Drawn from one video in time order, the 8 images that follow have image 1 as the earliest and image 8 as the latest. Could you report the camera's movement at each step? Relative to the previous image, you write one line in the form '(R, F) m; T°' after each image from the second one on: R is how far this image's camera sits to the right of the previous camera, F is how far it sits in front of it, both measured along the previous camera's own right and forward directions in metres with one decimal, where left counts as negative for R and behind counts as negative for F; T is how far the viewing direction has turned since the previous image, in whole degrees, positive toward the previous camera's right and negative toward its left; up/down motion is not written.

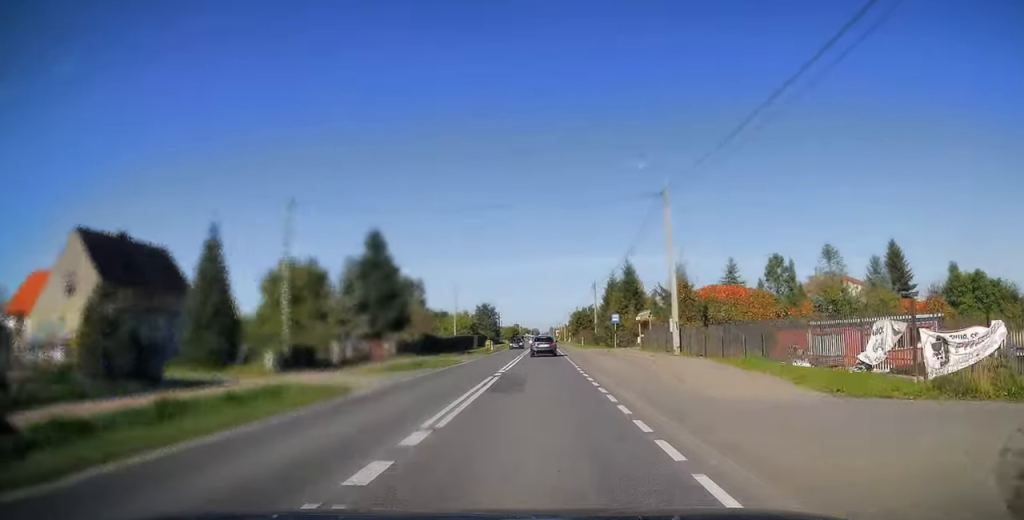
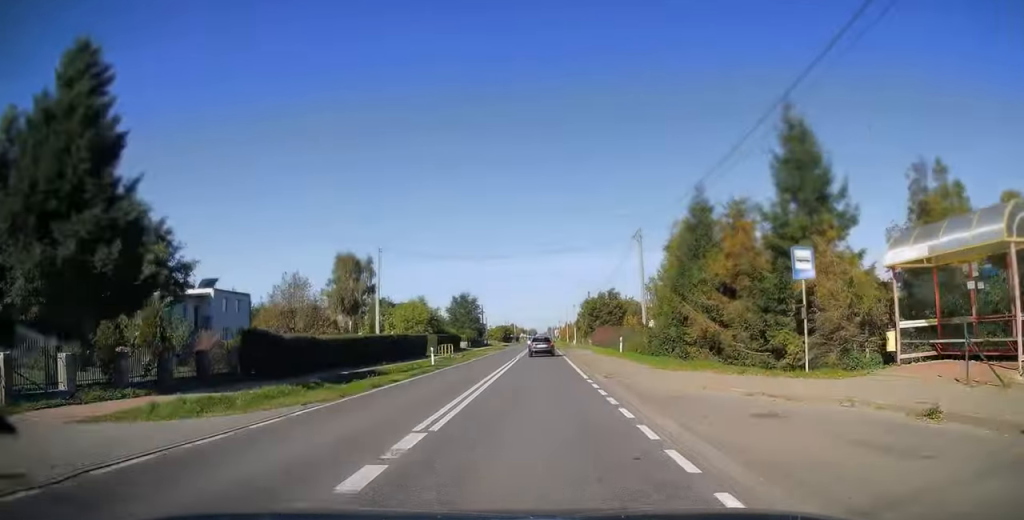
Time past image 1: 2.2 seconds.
(+0.1, +37.6) m; 0°
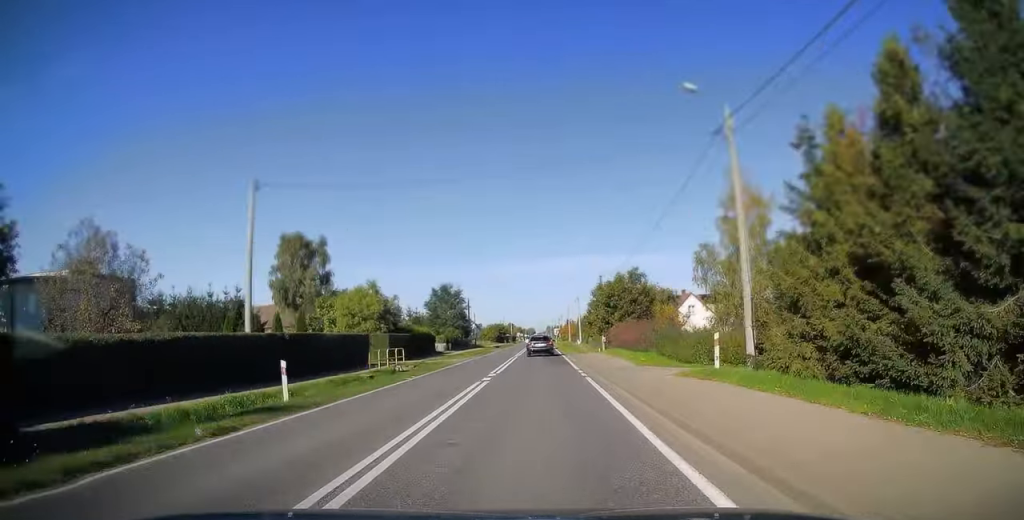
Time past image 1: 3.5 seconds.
(0.0, +20.4) m; 0°
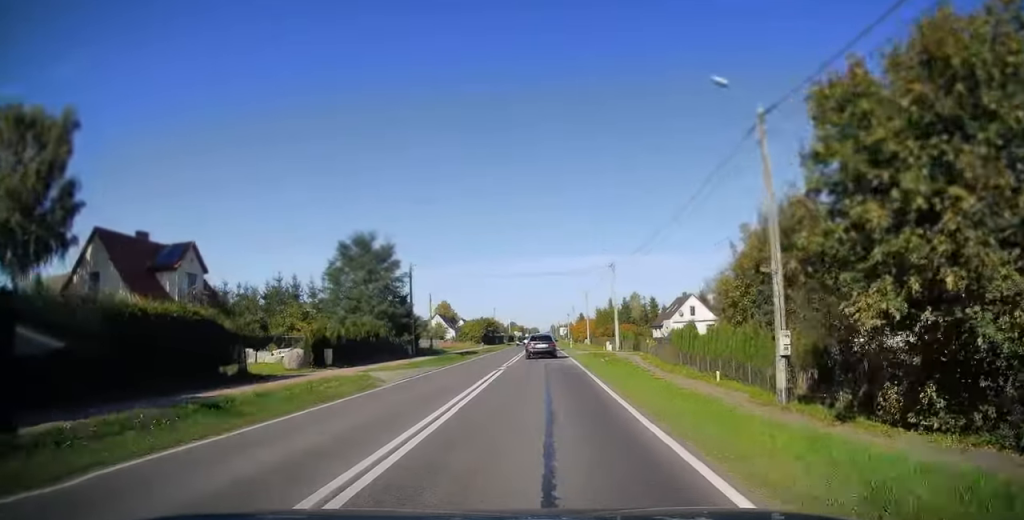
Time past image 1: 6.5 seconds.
(0.0, +48.1) m; 0°
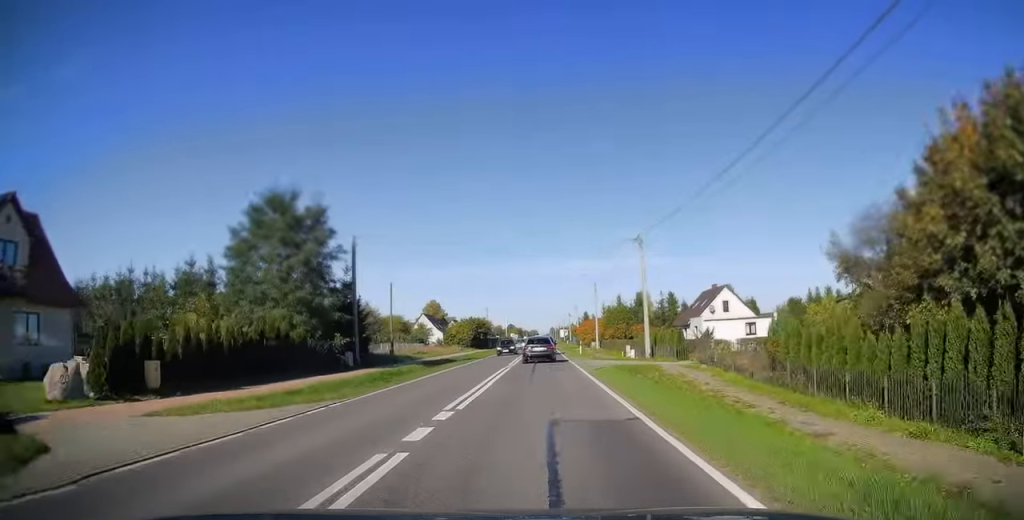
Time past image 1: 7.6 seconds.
(-0.1, +16.7) m; 0°
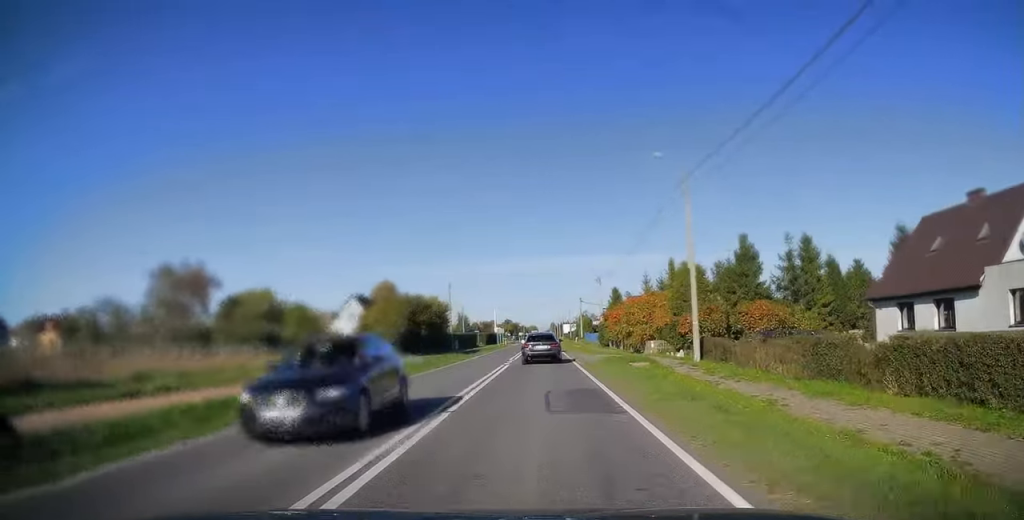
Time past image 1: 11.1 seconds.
(0.0, +50.0) m; 0°
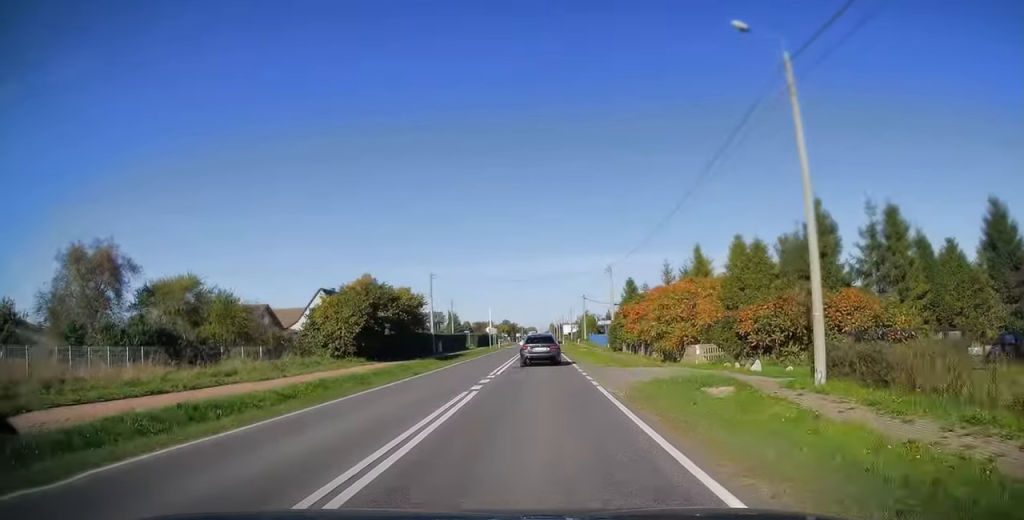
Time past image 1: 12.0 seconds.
(0.0, +13.0) m; 0°
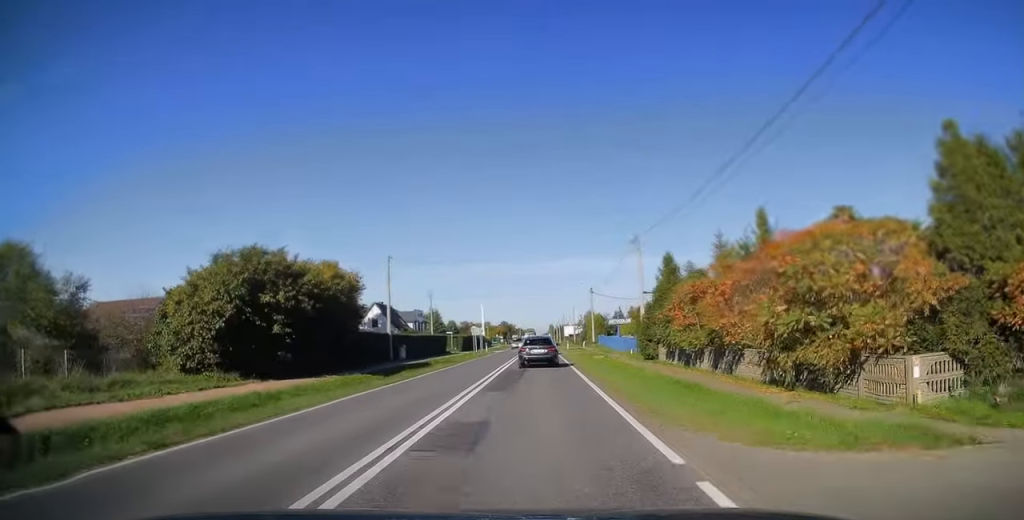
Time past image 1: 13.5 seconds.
(0.0, +18.9) m; 0°
